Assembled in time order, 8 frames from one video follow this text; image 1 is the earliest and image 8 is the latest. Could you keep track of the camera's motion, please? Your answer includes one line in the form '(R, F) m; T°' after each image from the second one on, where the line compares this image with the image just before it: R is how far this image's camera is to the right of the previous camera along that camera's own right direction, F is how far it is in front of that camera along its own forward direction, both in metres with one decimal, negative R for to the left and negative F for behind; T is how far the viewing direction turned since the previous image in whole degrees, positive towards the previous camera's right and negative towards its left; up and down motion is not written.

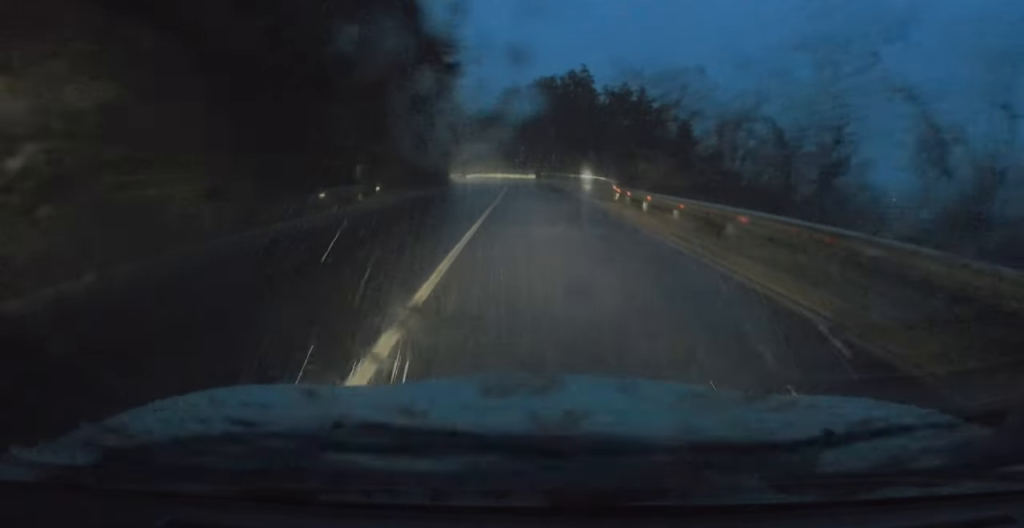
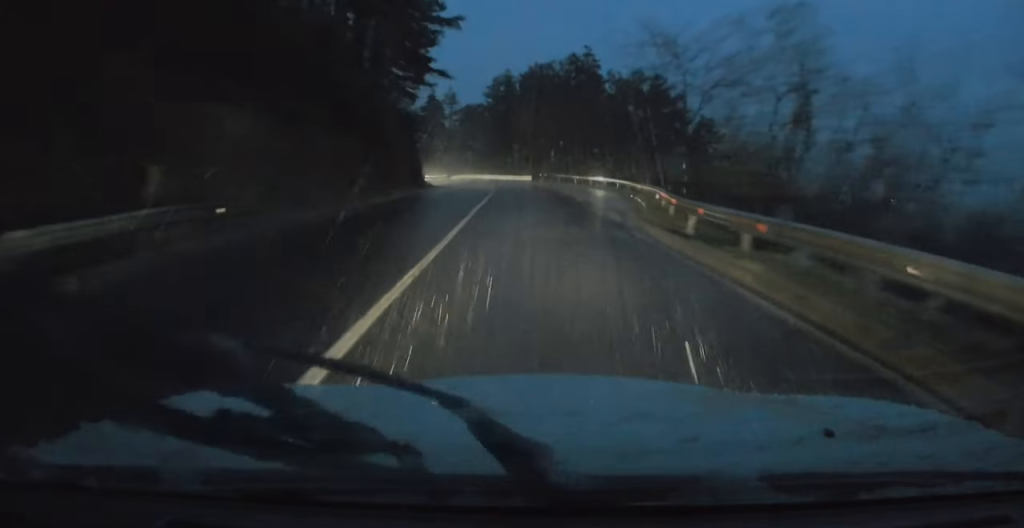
(-0.1, +13.2) m; -1°
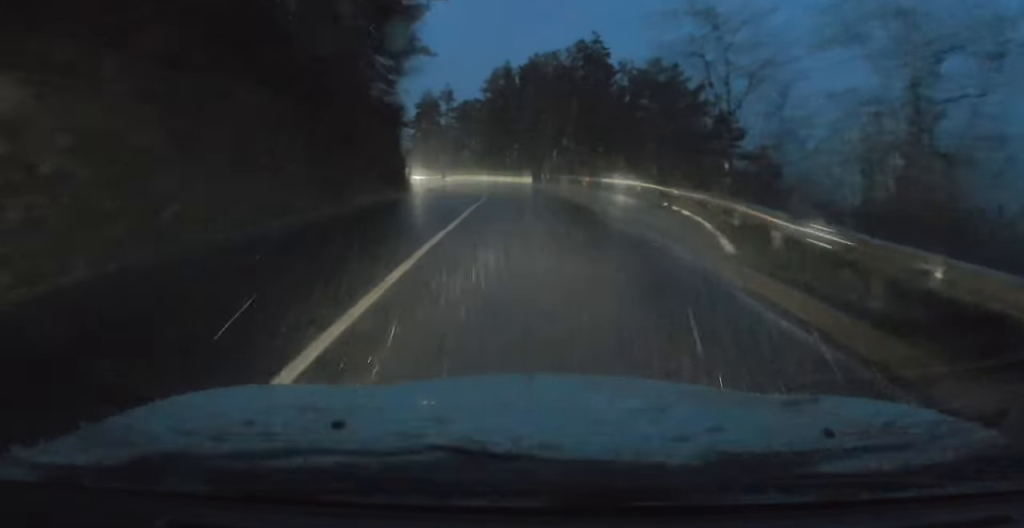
(-0.1, +7.7) m; -1°
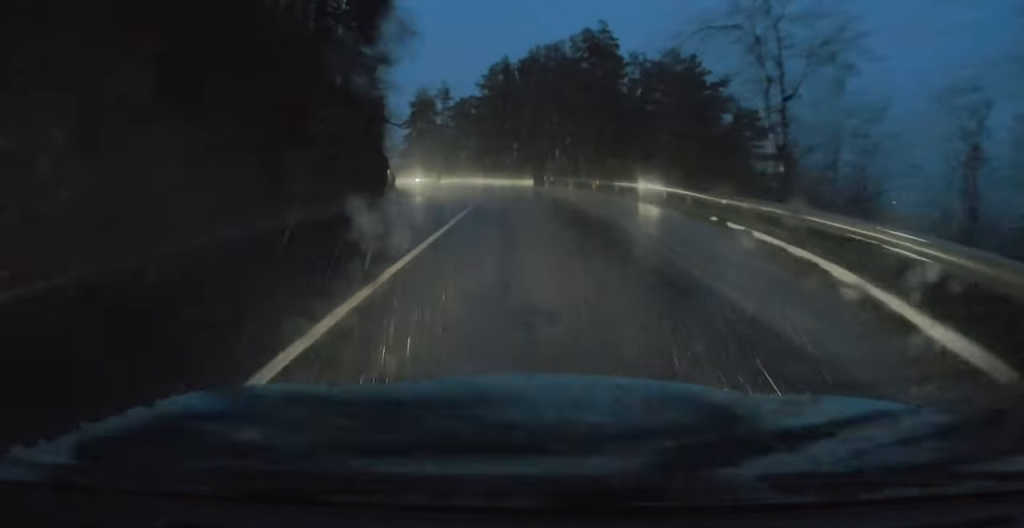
(0.0, +6.3) m; -1°
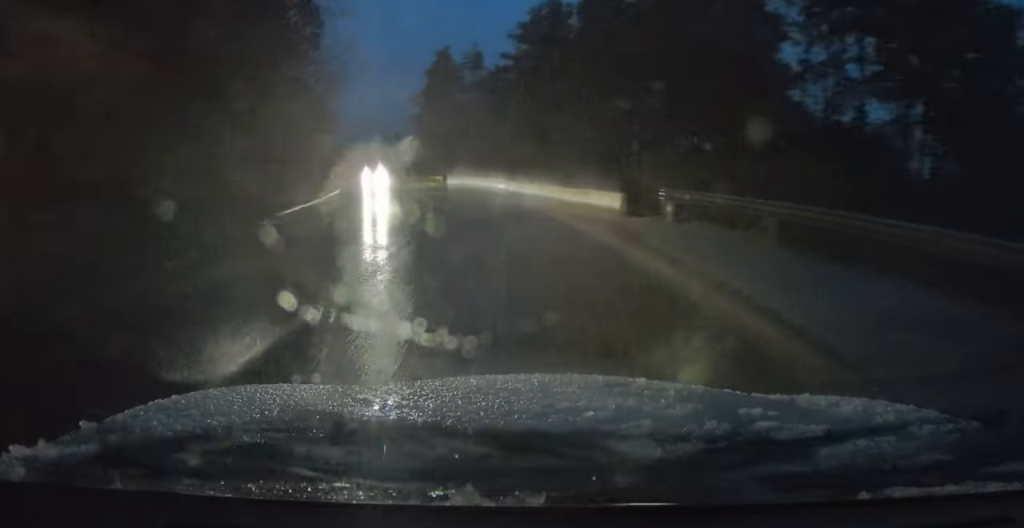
(-1.7, +31.1) m; -9°
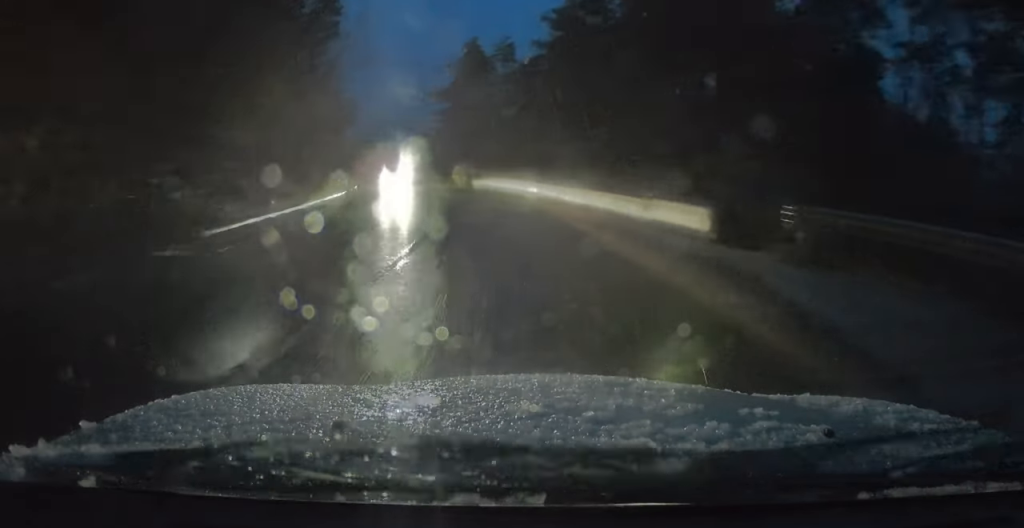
(-0.2, +6.1) m; -3°
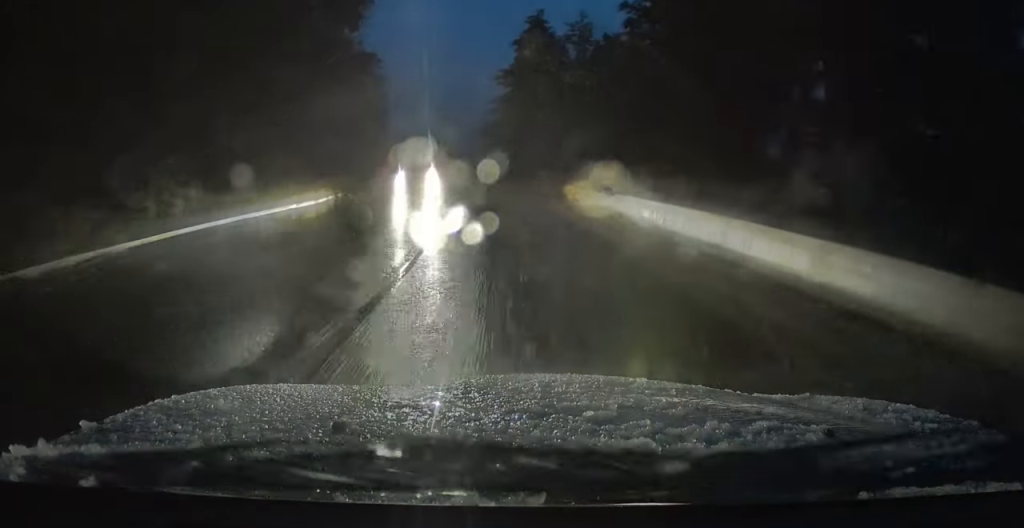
(-0.6, +13.5) m; -4°
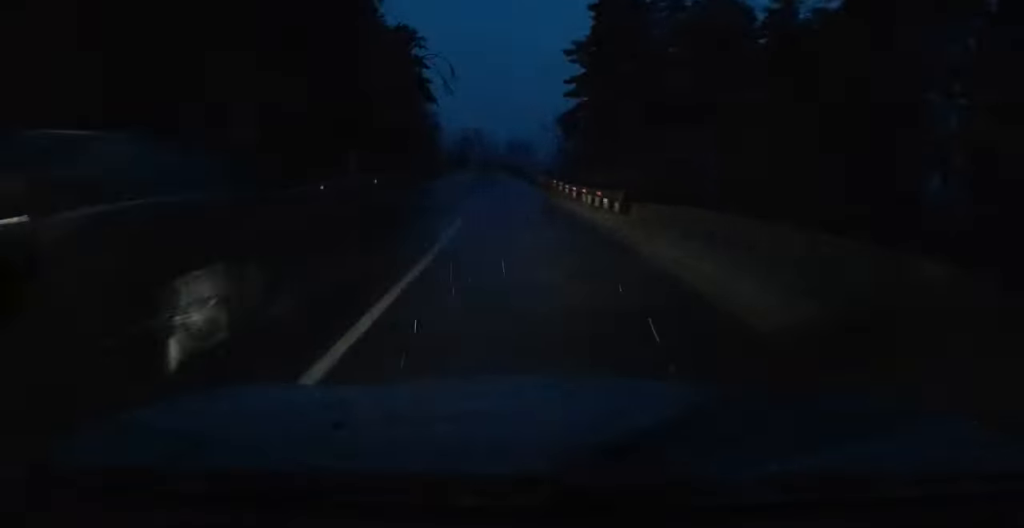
(-0.4, +15.8) m; -3°
